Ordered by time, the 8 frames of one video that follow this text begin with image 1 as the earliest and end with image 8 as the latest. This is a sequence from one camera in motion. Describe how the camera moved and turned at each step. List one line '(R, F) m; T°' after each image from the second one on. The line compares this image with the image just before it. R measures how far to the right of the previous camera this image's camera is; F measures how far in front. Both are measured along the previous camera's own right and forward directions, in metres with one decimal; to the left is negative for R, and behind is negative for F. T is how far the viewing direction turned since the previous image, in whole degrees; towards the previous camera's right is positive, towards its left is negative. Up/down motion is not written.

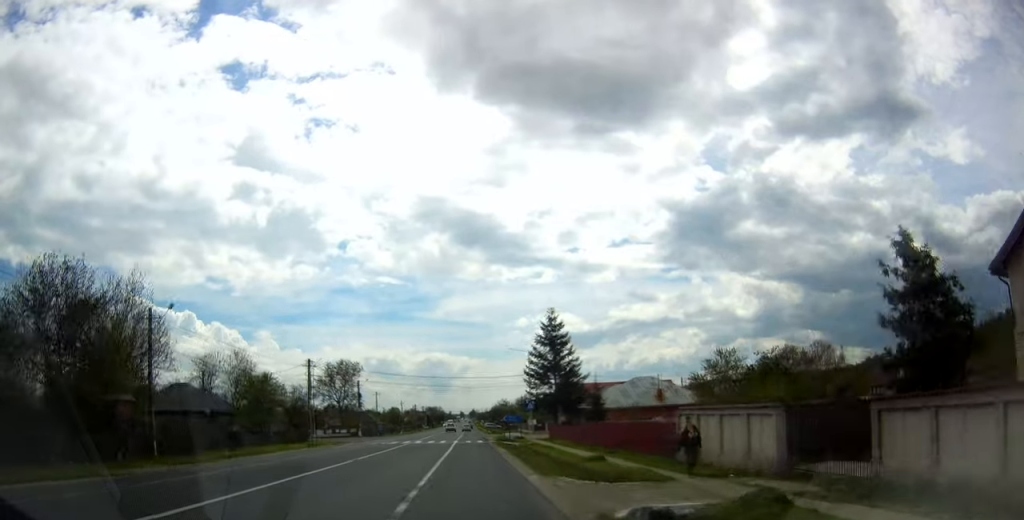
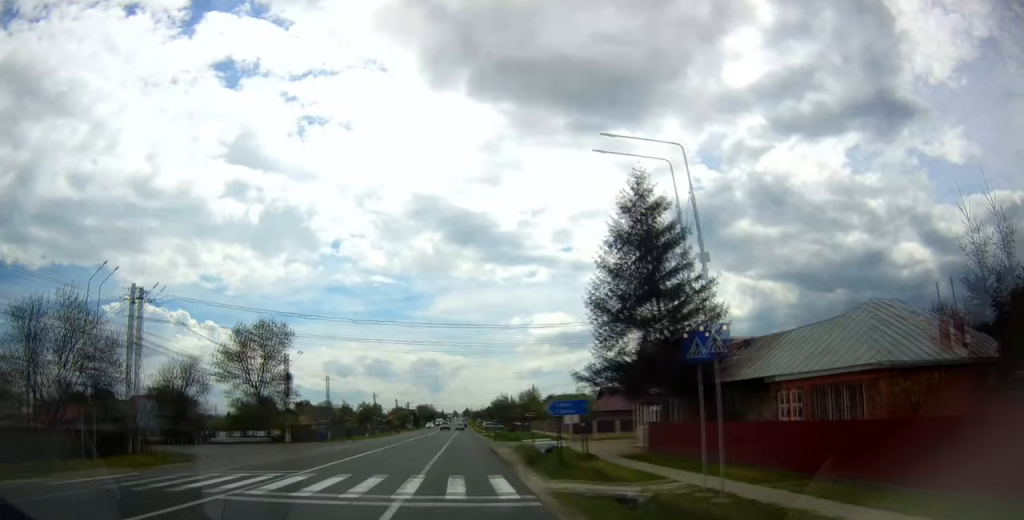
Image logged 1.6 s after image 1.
(-0.2, +34.2) m; 0°
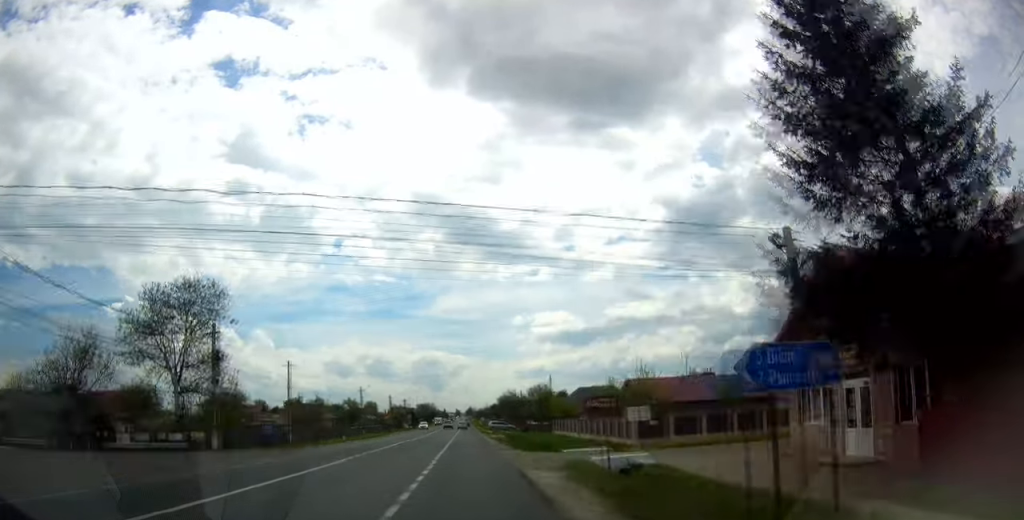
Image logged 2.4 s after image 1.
(+0.2, +18.2) m; 0°
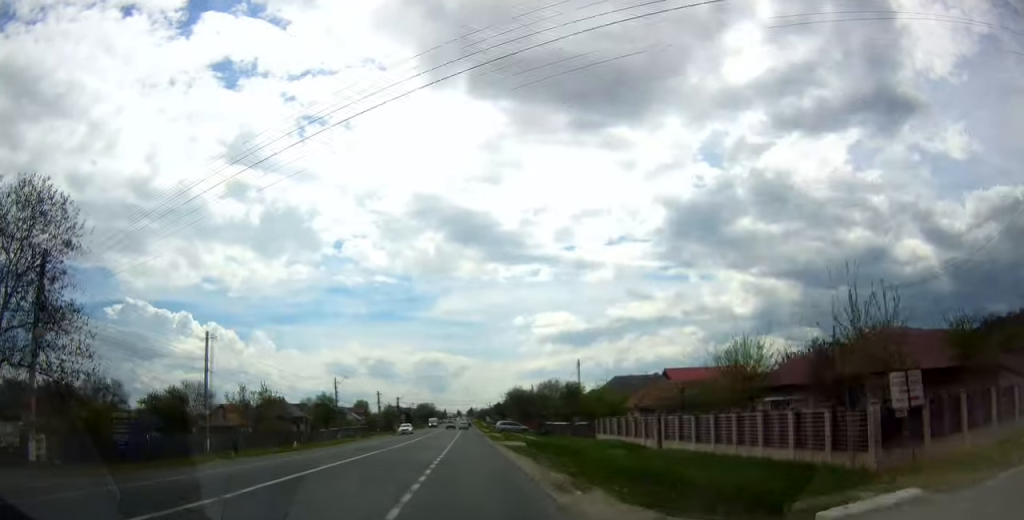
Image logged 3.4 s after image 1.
(-0.2, +19.9) m; -1°
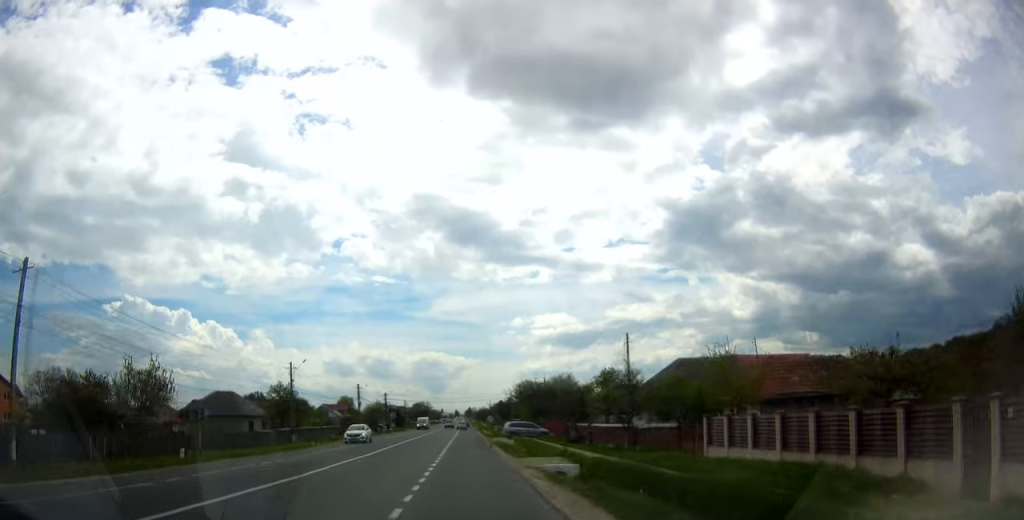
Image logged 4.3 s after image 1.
(0.0, +19.7) m; 0°
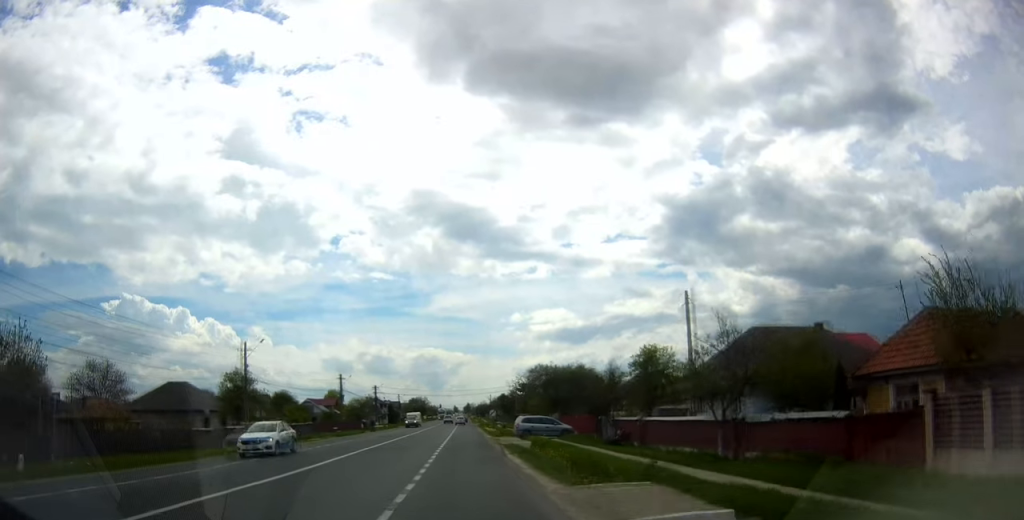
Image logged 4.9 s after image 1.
(0.0, +12.8) m; 0°
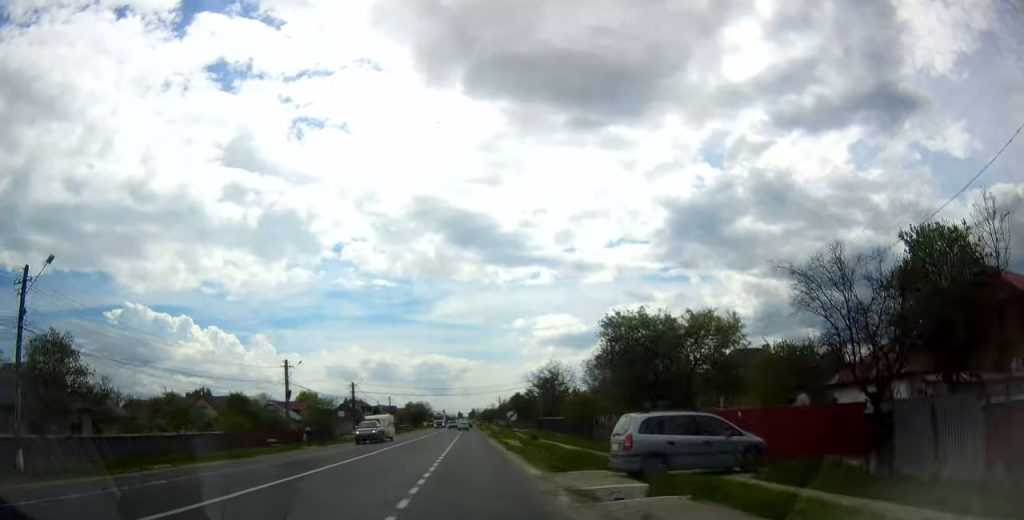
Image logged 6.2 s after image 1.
(+0.3, +27.3) m; +1°
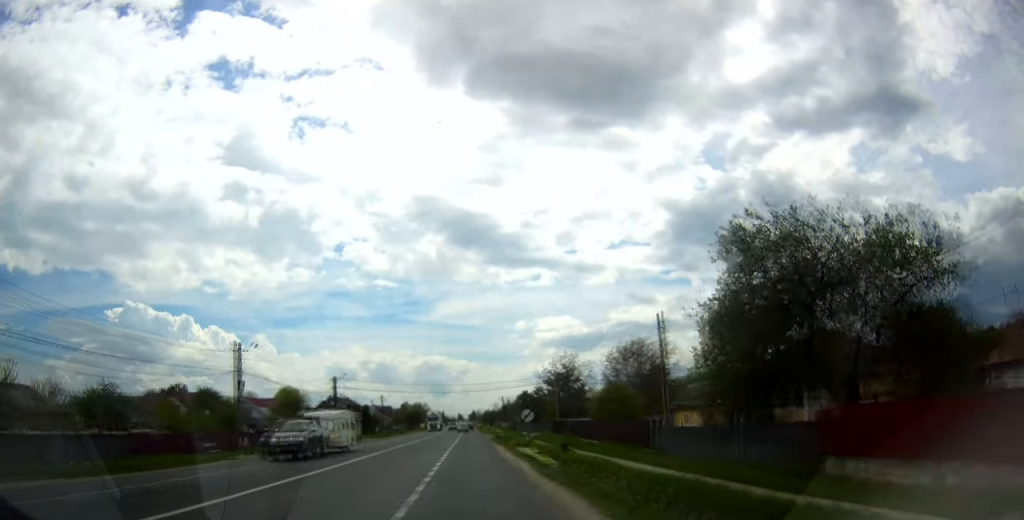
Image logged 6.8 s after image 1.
(0.0, +12.9) m; 0°
